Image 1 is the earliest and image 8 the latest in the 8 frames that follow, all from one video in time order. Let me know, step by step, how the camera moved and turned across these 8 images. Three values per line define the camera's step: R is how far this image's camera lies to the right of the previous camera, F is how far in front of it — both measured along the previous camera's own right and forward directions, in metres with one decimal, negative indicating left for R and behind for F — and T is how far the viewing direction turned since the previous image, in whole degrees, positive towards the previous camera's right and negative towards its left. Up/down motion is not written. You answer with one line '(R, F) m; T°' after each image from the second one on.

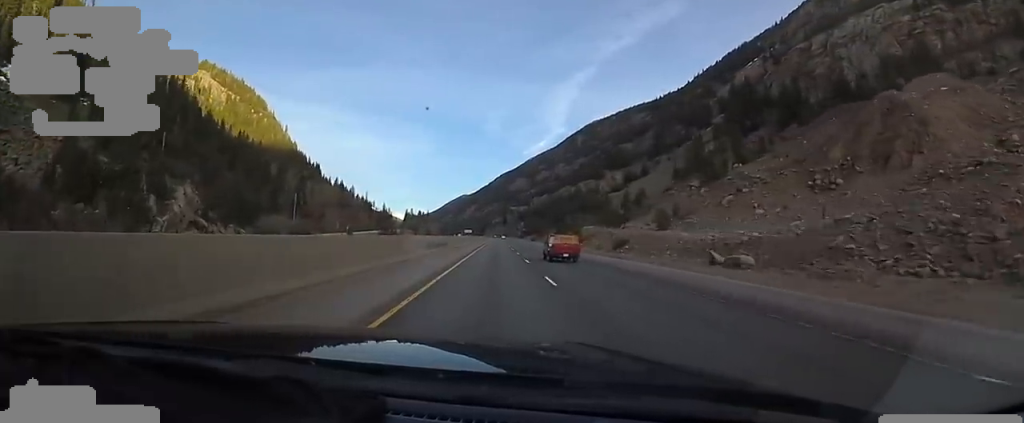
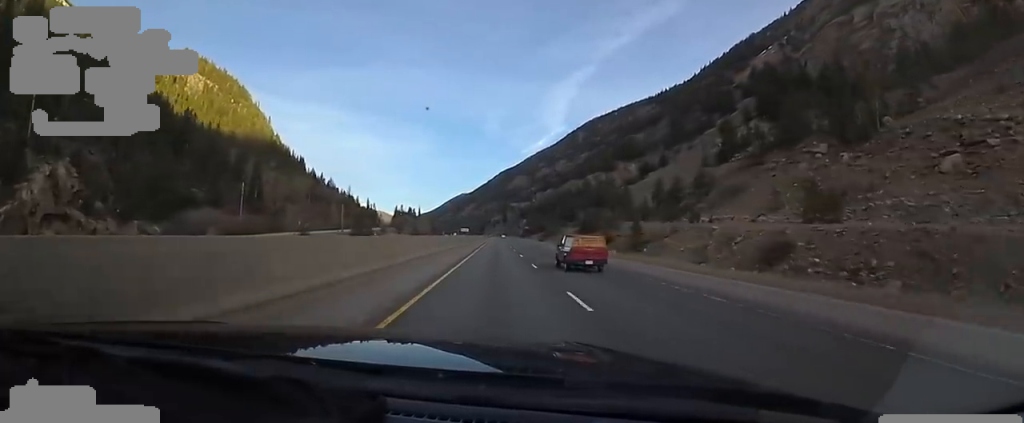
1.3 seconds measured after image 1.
(-0.1, +40.2) m; 0°
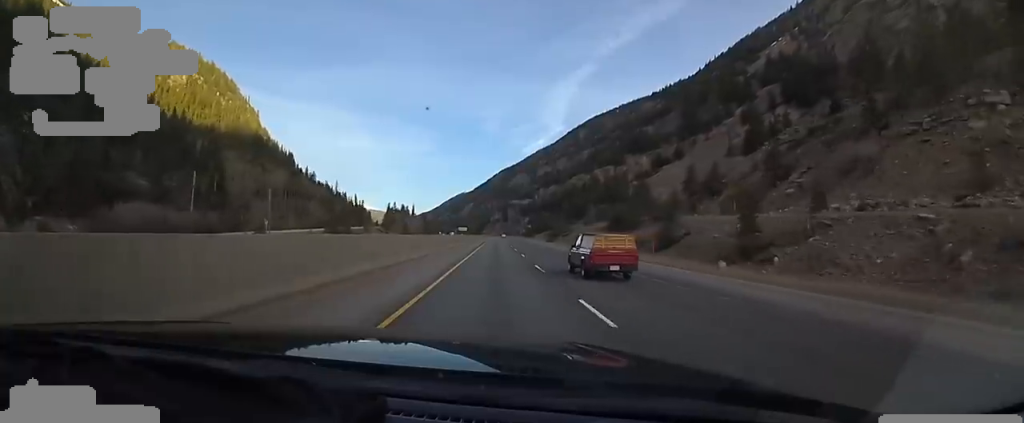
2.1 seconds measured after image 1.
(0.0, +26.0) m; 0°
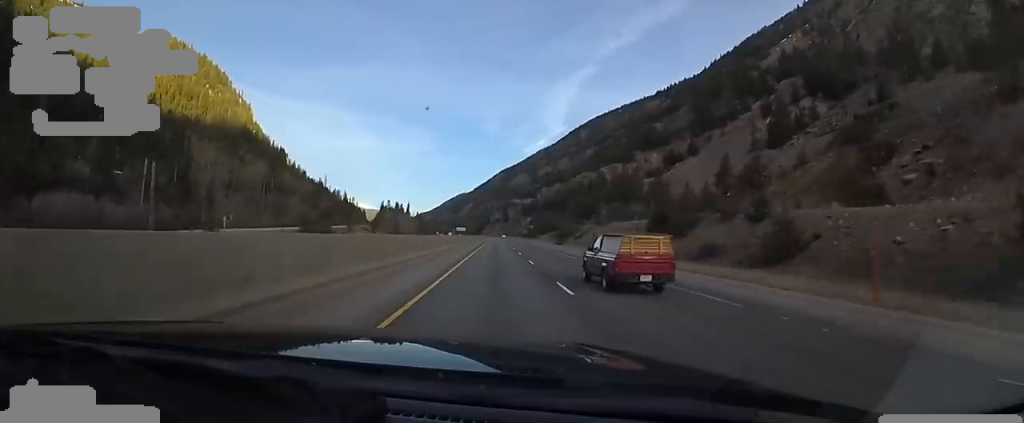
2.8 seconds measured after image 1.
(0.0, +19.9) m; 0°
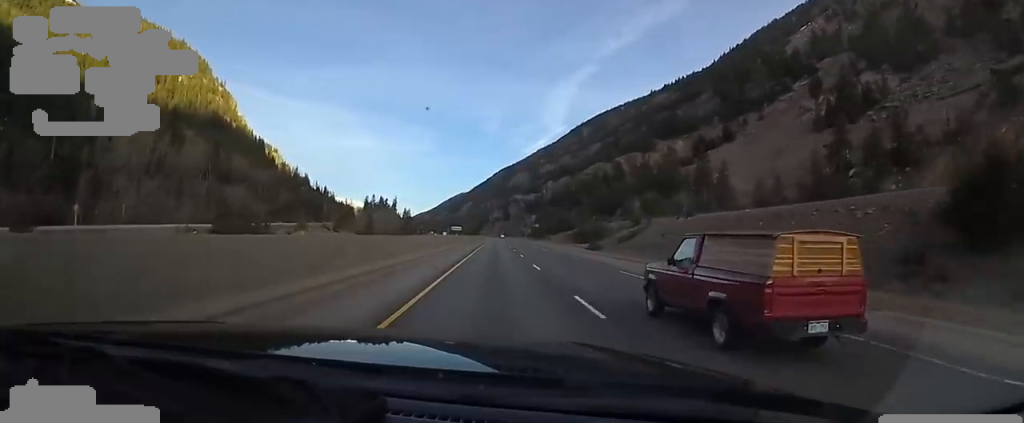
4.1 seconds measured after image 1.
(0.0, +40.8) m; 0°
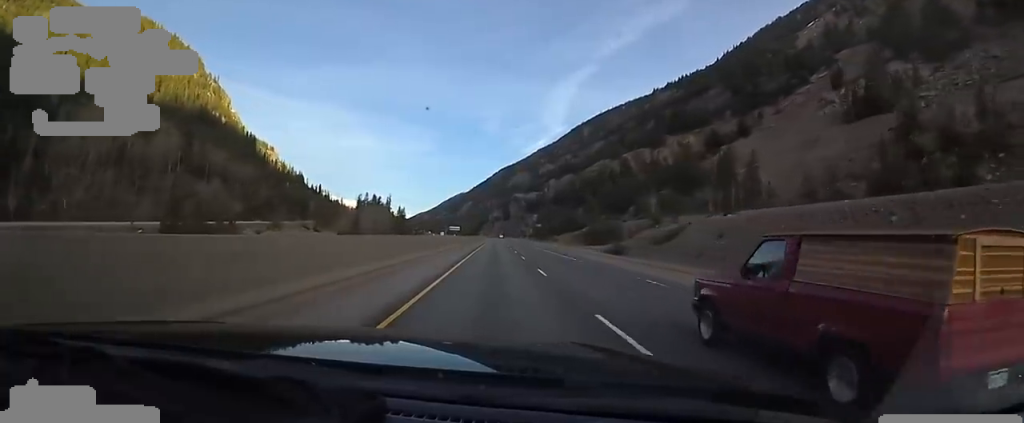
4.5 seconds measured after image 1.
(0.0, +14.6) m; 0°
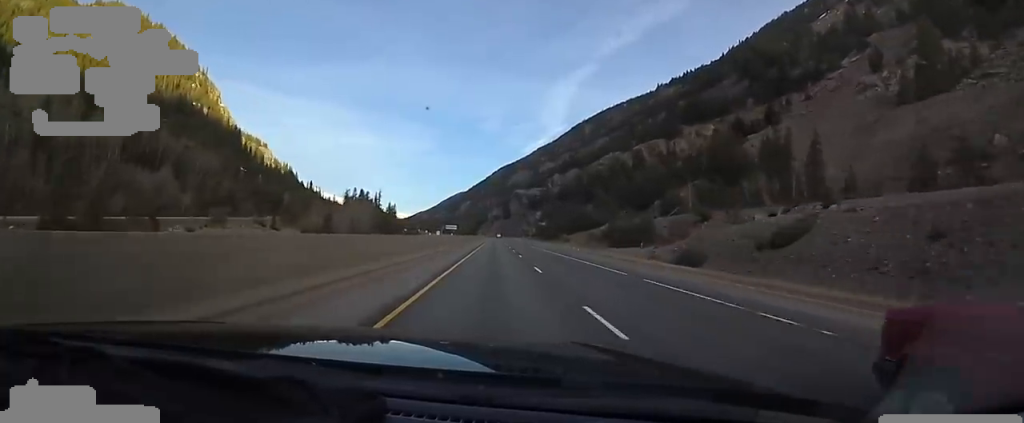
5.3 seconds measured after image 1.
(0.0, +22.9) m; 0°
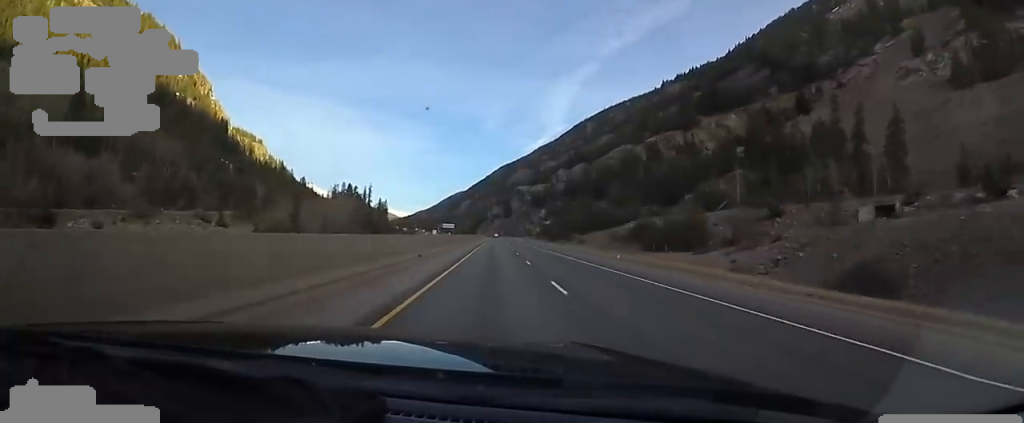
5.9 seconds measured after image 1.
(0.0, +19.7) m; 0°
